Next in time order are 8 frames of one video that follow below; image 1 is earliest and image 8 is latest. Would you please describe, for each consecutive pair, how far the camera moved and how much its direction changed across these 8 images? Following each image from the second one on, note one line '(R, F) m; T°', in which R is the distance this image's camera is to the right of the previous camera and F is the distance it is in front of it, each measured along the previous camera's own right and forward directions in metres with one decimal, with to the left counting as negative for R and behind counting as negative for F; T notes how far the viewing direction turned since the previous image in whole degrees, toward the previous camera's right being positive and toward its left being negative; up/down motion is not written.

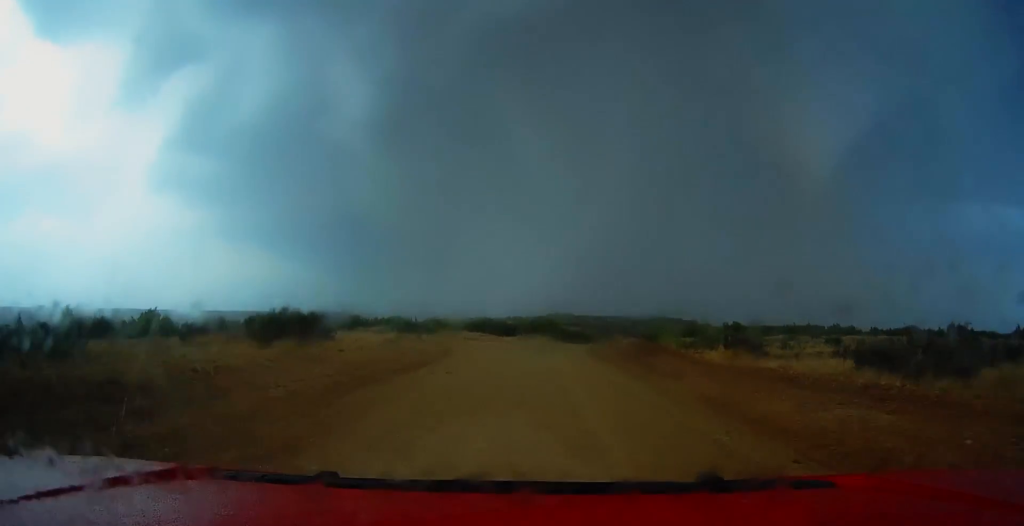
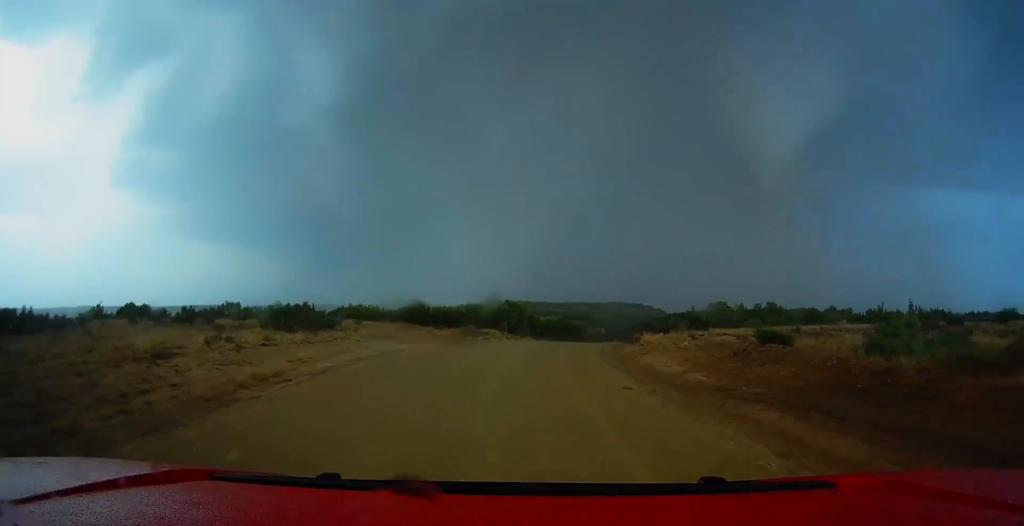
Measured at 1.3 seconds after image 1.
(0.0, +24.5) m; +1°
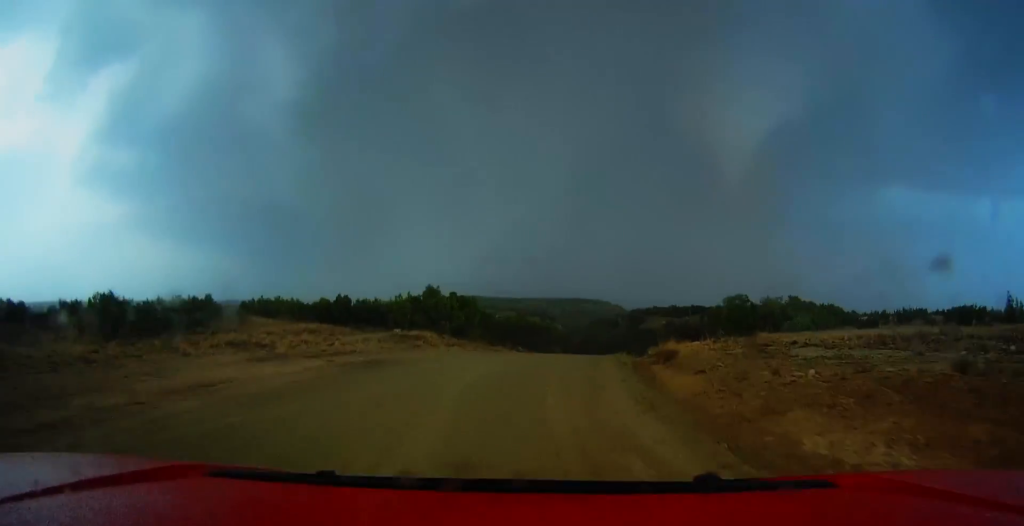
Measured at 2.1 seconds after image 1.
(+0.2, +13.9) m; +3°
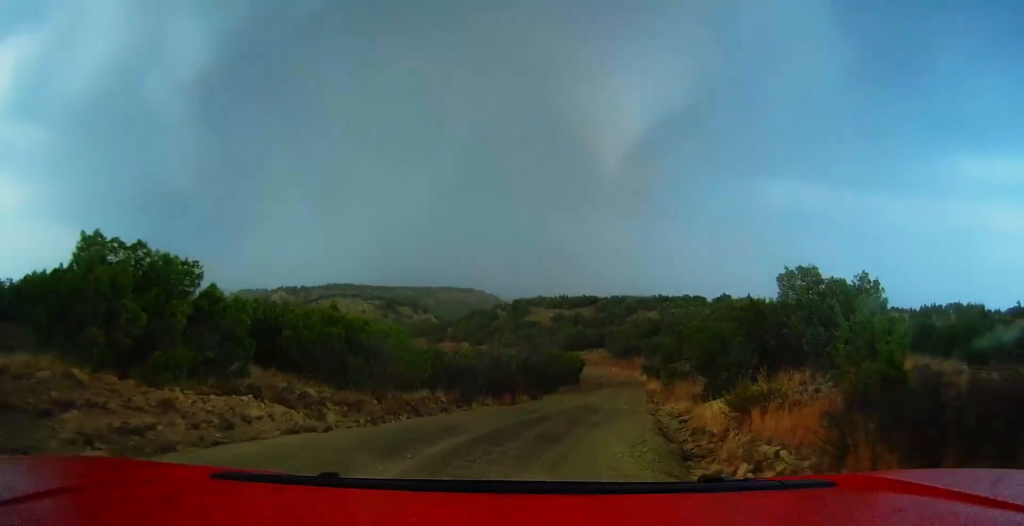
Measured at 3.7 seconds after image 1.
(+1.6, +23.0) m; +11°
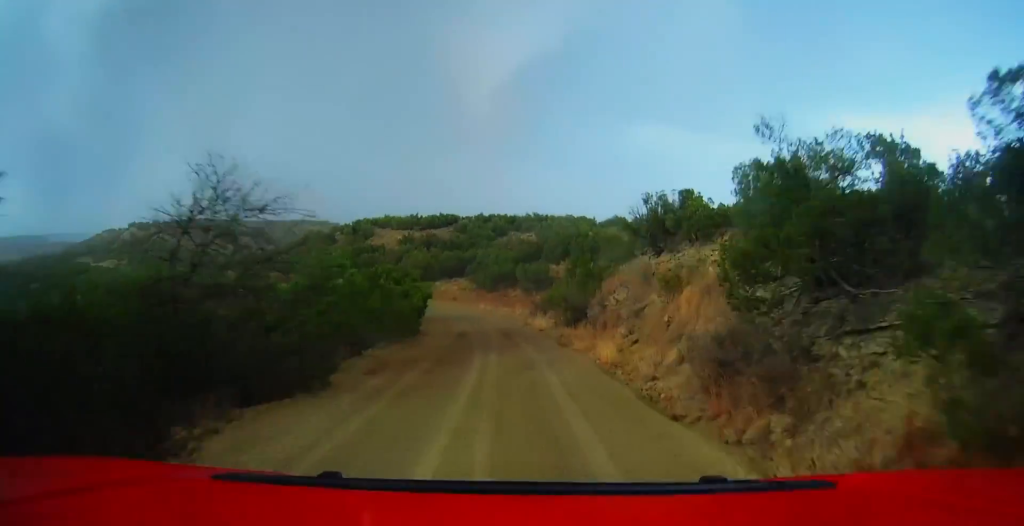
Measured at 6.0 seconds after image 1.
(+2.9, +27.0) m; +10°
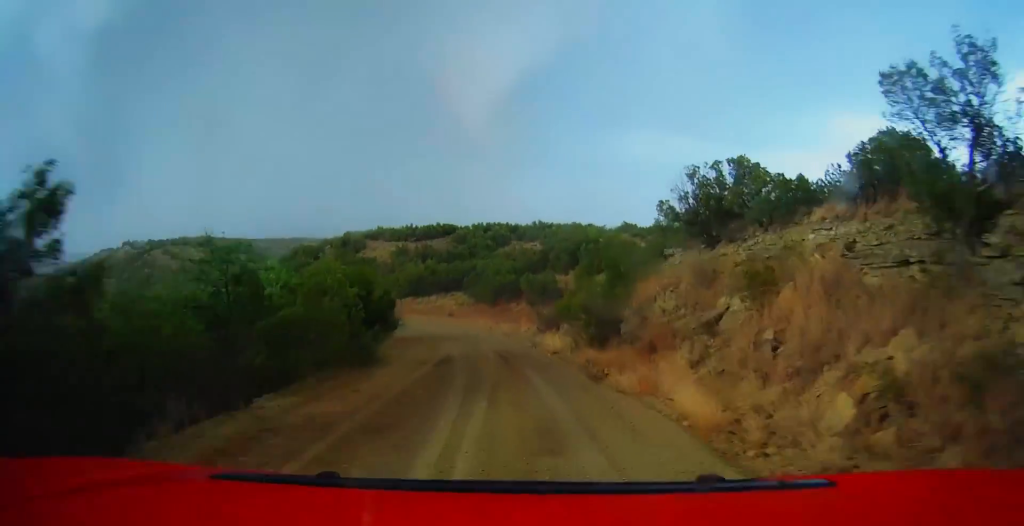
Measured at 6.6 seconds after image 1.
(+0.2, +7.9) m; +2°
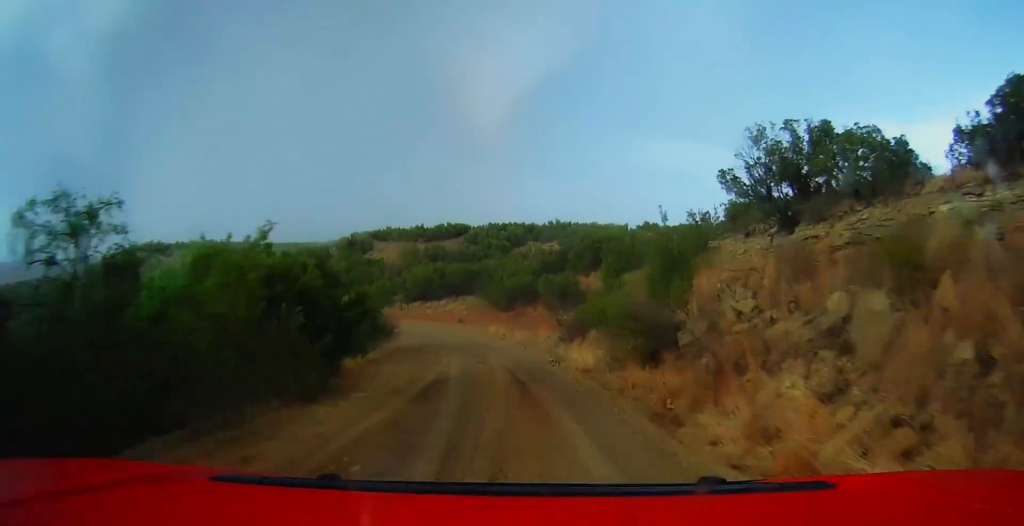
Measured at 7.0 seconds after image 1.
(+0.1, +5.5) m; 0°
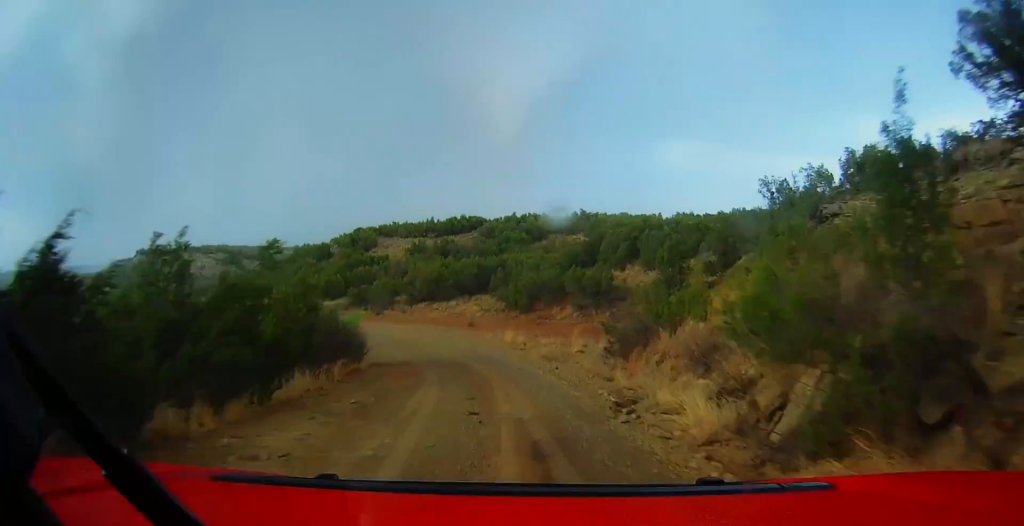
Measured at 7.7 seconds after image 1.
(+0.1, +10.1) m; -1°
